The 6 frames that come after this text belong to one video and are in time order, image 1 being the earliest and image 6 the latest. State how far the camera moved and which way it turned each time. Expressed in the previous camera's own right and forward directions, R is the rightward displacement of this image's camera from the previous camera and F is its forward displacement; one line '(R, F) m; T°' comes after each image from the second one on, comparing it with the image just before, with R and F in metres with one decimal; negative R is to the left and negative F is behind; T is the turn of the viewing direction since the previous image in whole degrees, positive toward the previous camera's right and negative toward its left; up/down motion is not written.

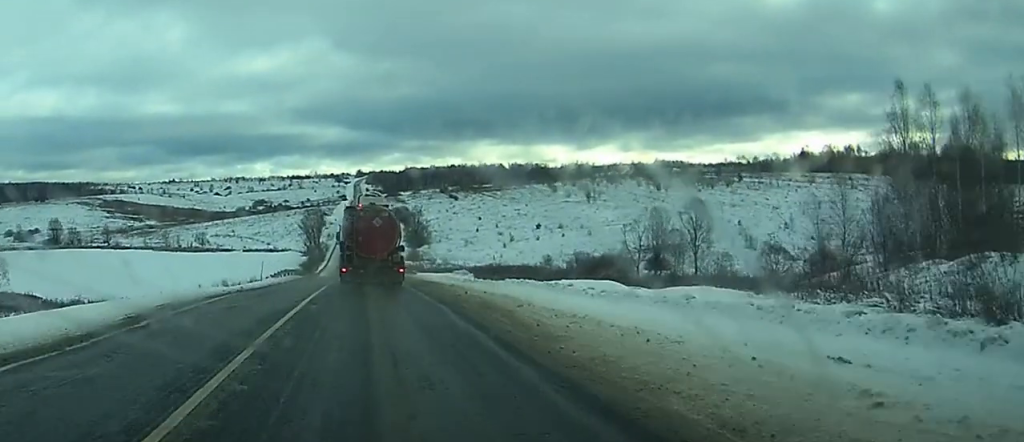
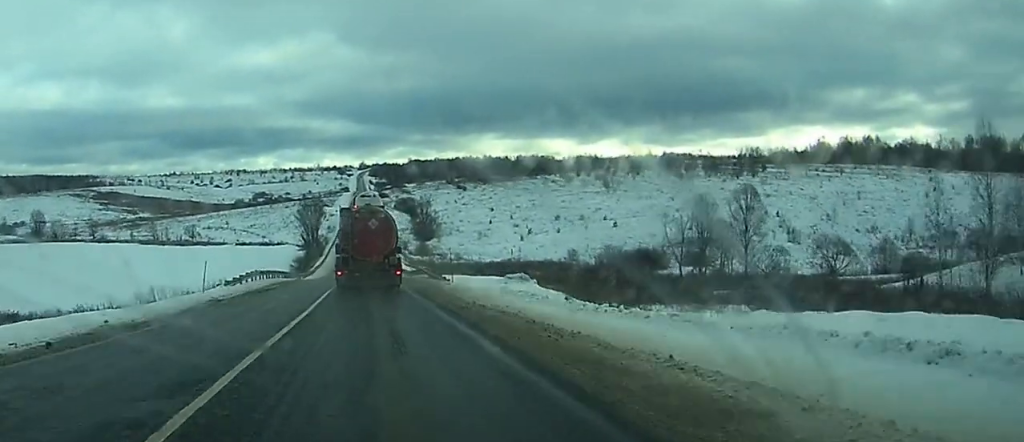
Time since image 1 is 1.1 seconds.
(+1.6, +25.2) m; +6°
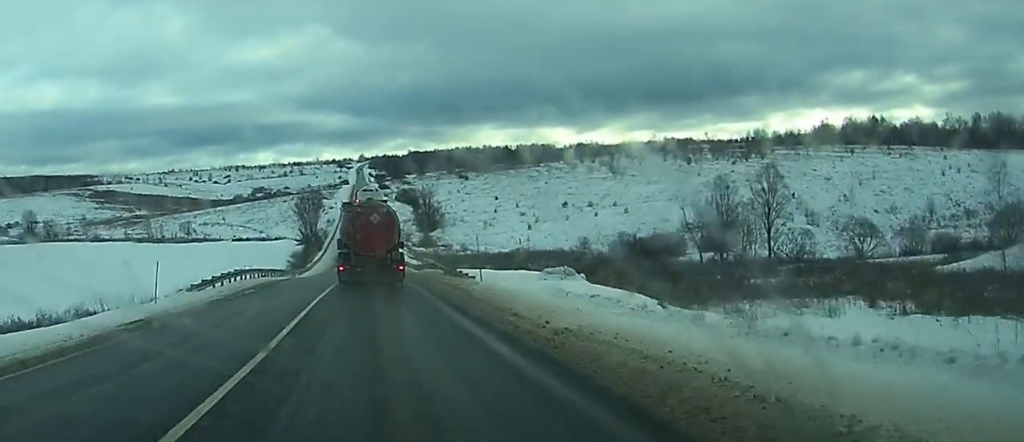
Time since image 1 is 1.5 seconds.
(+0.2, +9.9) m; +1°
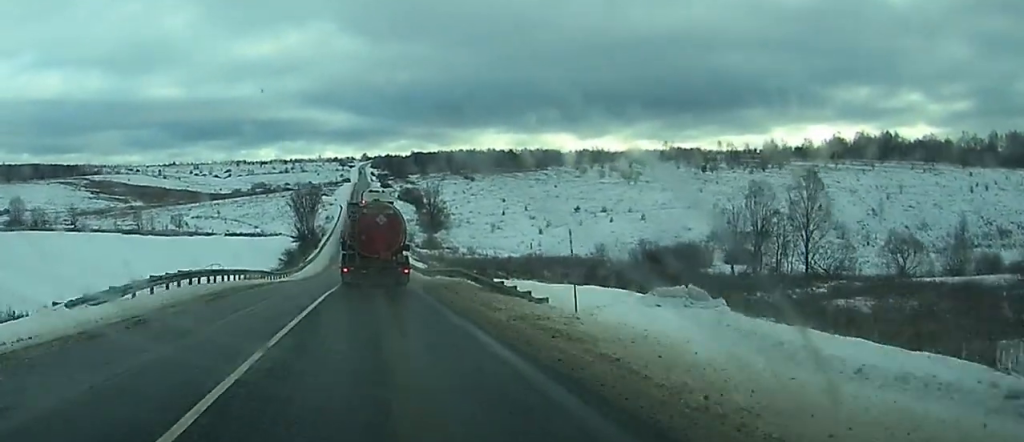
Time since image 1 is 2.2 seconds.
(+0.2, +14.5) m; +1°
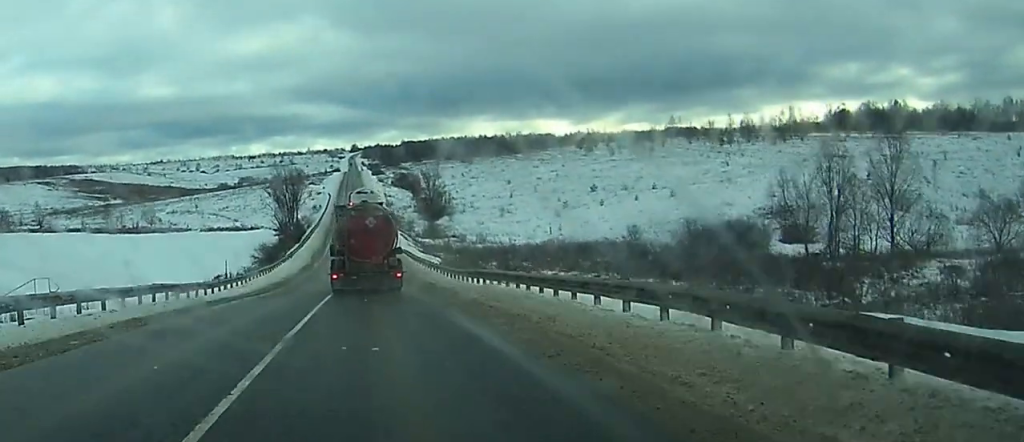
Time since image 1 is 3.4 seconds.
(0.0, +26.9) m; 0°
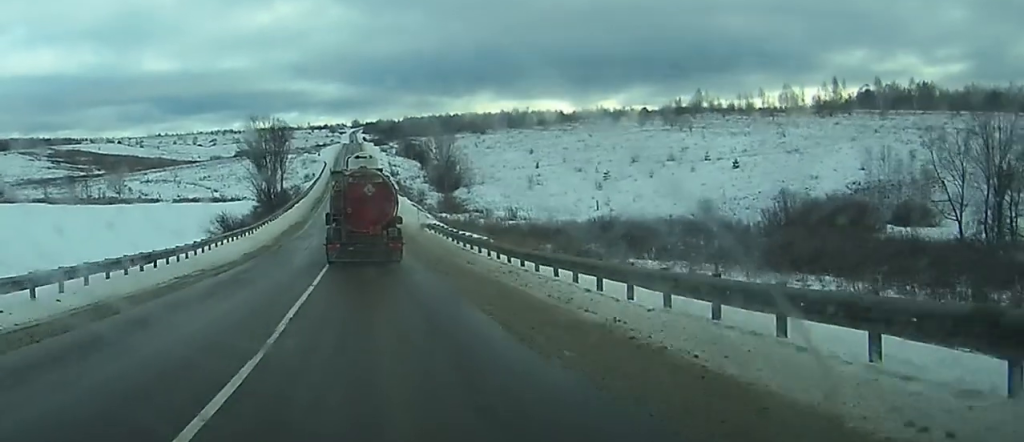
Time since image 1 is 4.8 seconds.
(0.0, +32.4) m; 0°
